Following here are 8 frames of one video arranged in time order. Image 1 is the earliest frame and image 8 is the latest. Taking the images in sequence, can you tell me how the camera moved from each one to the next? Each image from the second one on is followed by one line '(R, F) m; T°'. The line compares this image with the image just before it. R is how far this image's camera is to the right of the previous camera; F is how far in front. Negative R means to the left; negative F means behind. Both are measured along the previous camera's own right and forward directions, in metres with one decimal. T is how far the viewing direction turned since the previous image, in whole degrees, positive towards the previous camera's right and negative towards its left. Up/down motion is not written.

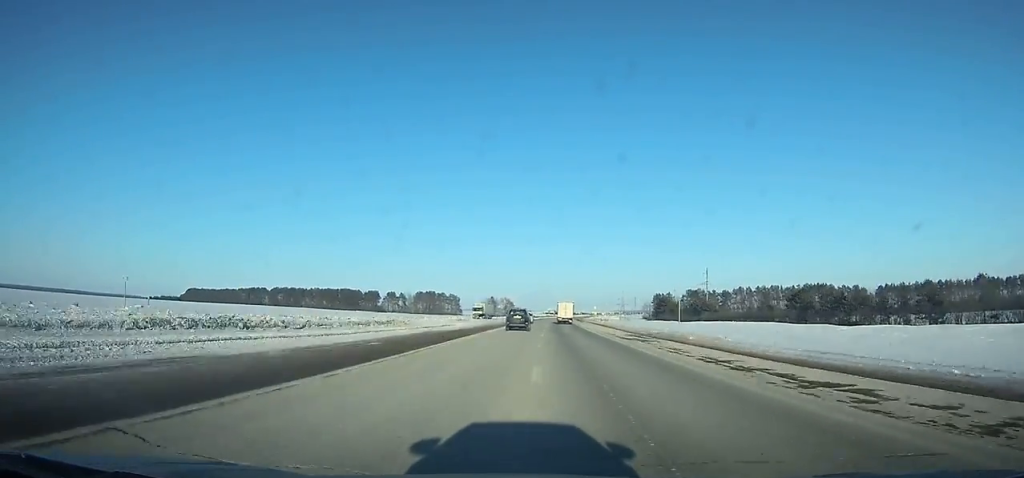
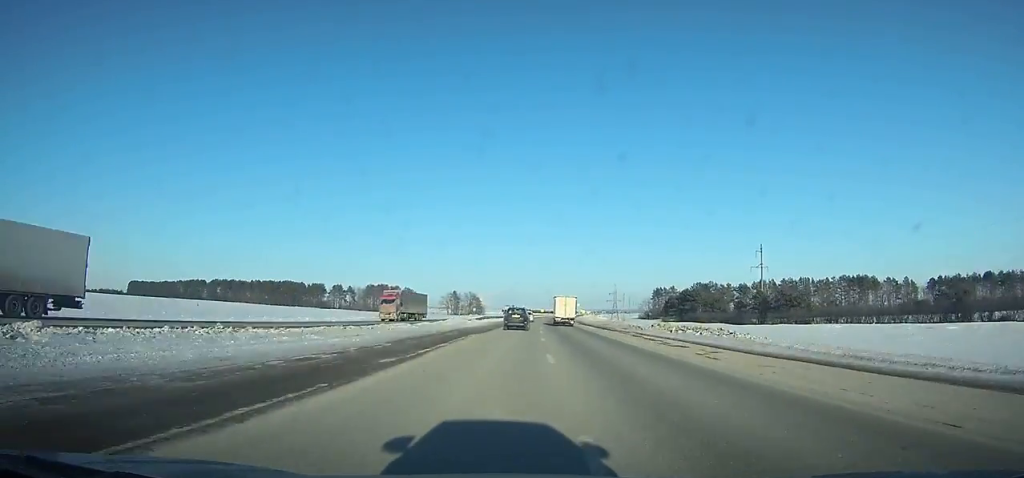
(+1.2, +79.0) m; +2°
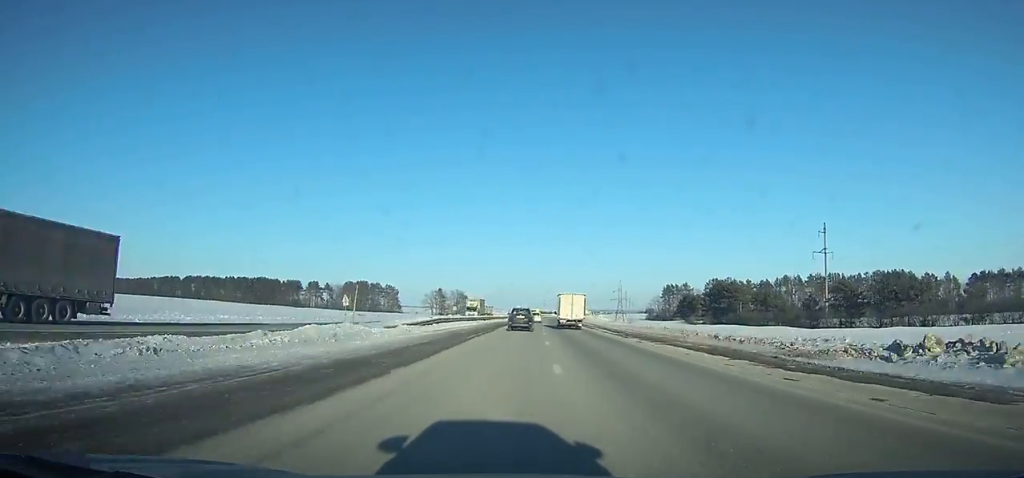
(+0.1, +36.8) m; +1°
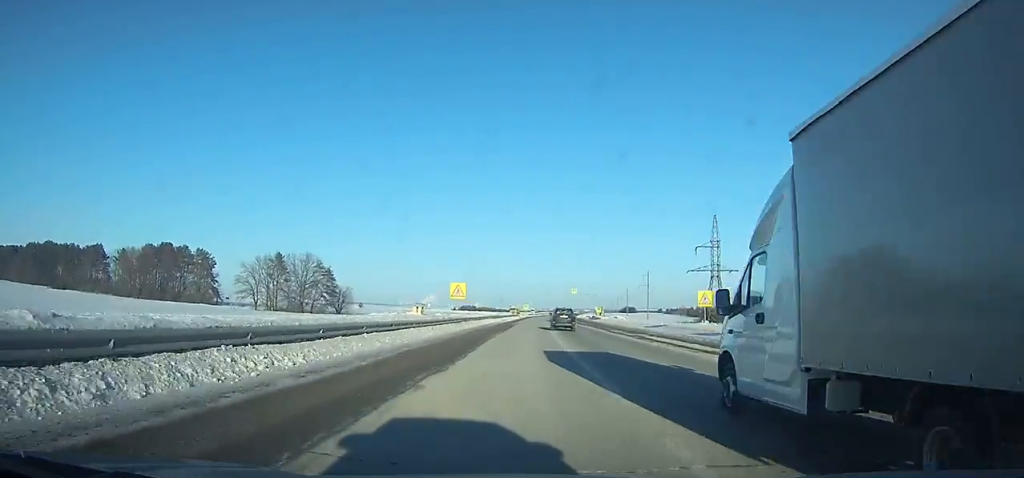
(+6.6, +189.7) m; +4°
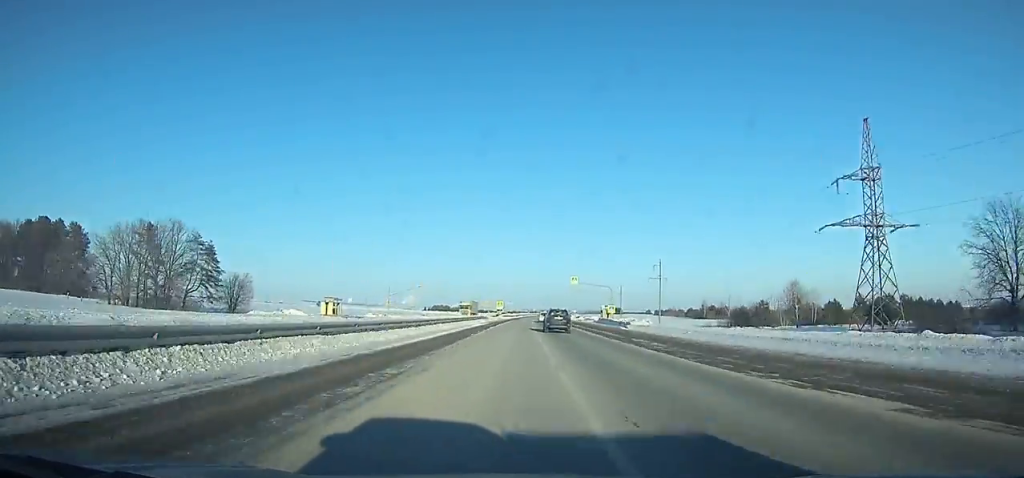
(+0.2, +53.1) m; +2°
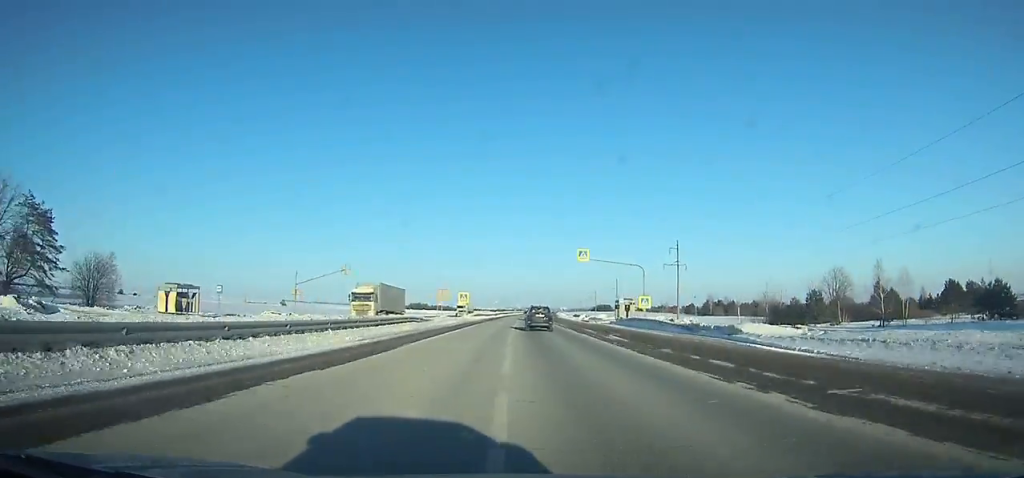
(+0.9, +38.3) m; +1°
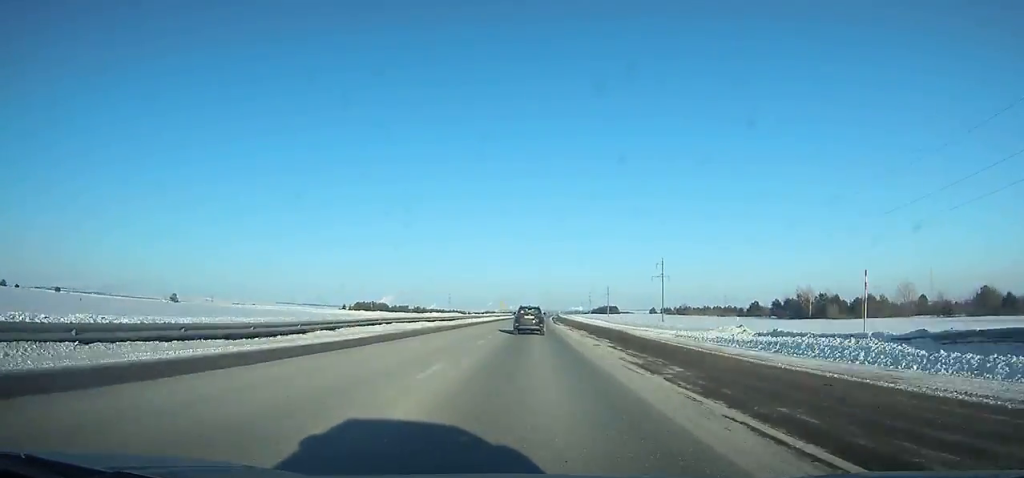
(+2.4, +119.8) m; +2°
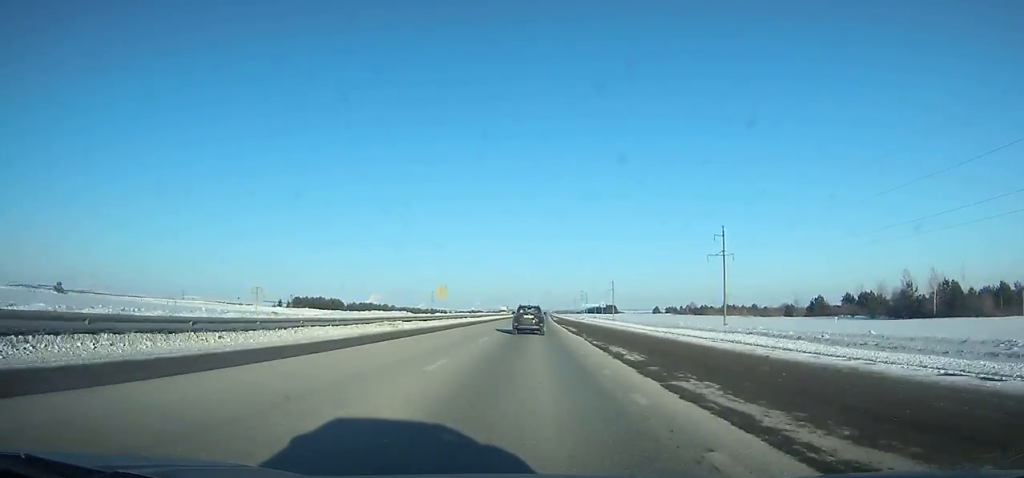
(+0.6, +70.9) m; +1°
